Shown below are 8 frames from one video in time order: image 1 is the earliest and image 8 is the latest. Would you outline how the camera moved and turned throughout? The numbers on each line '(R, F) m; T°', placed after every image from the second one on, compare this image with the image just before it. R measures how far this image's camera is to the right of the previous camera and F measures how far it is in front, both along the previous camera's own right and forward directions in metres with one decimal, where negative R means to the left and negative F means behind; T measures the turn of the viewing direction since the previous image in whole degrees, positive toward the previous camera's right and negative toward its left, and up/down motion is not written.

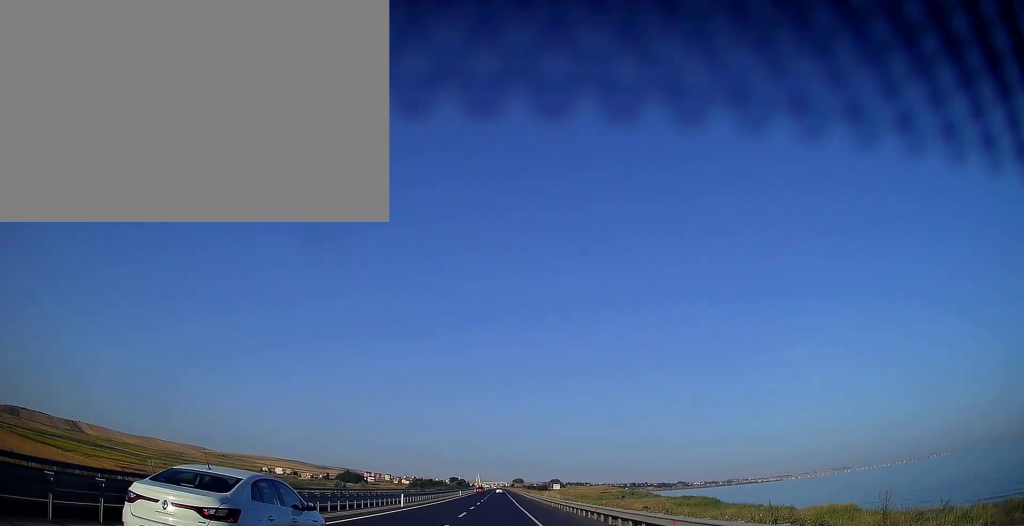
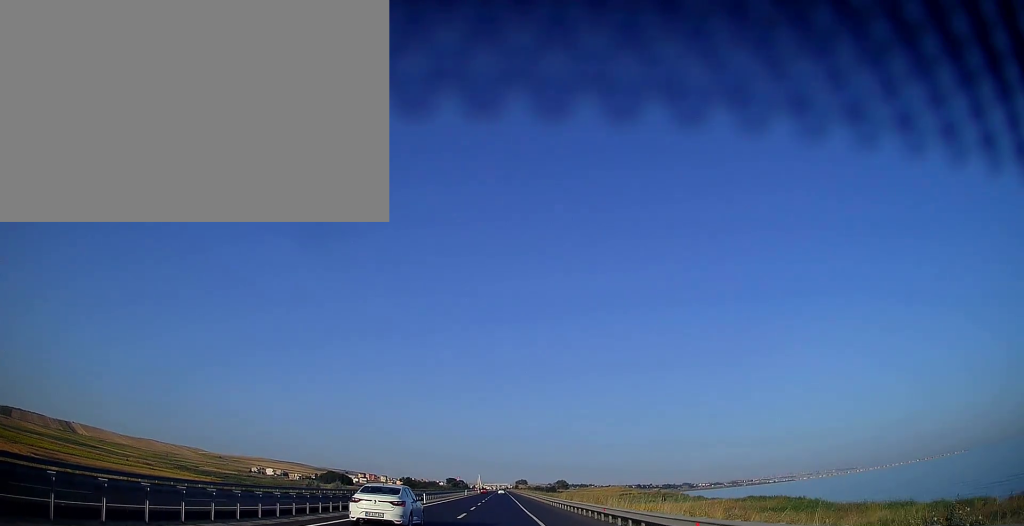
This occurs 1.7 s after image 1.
(+0.1, +49.9) m; -1°
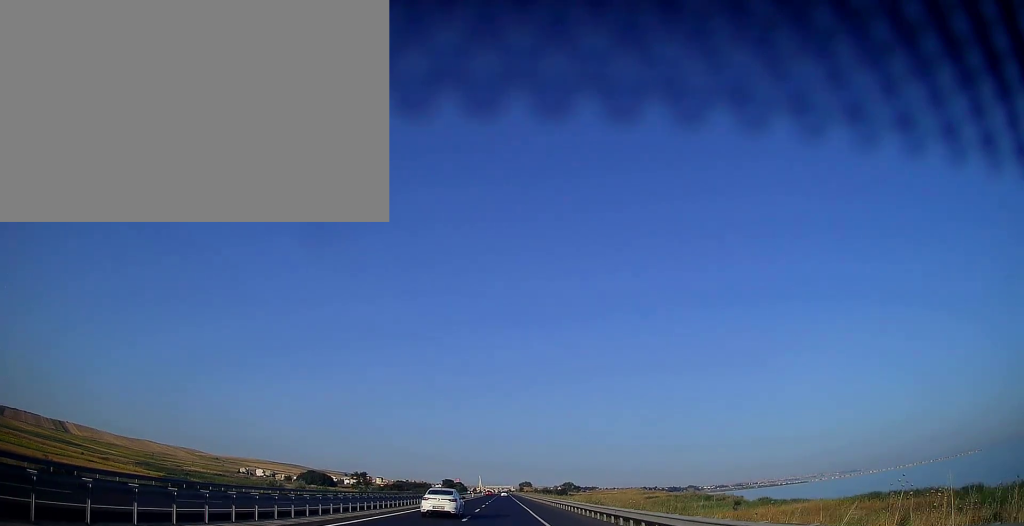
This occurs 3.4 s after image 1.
(+0.3, +48.9) m; +1°
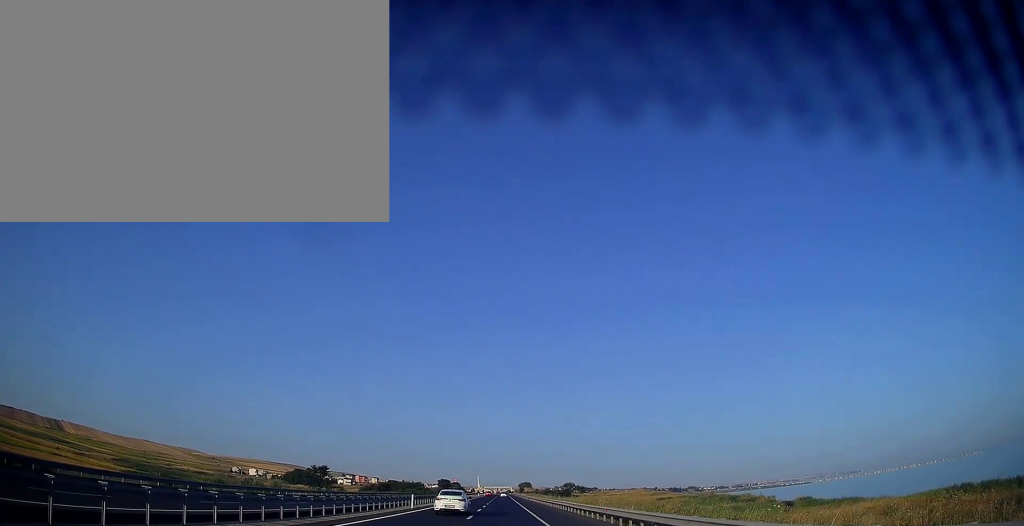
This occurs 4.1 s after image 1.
(+0.1, +21.5) m; 0°
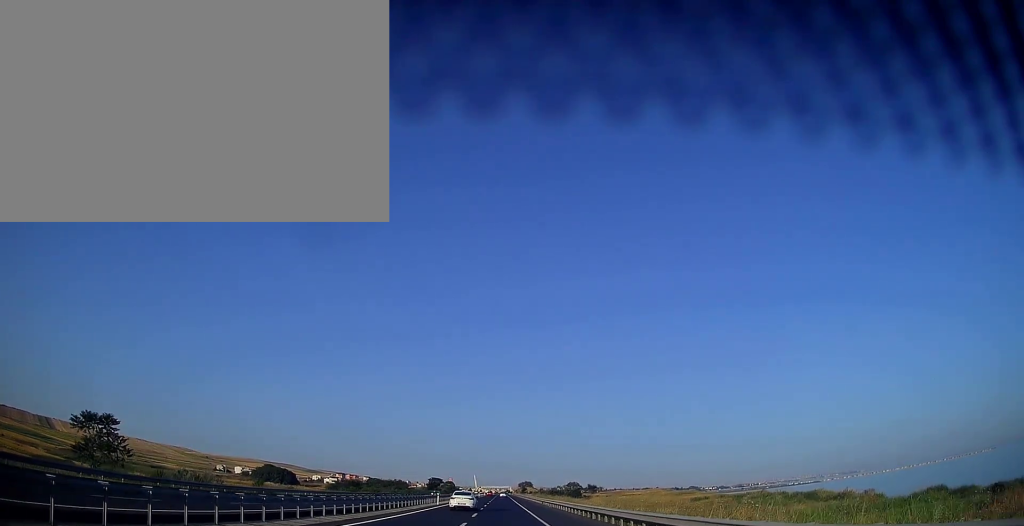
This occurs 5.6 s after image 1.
(-0.5, +44.1) m; -1°
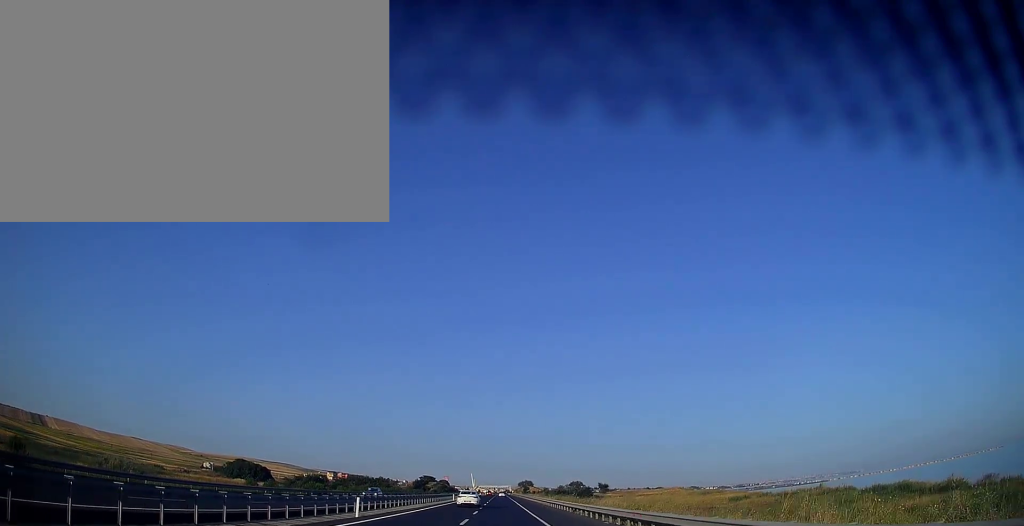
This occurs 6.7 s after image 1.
(0.0, +33.3) m; +1°
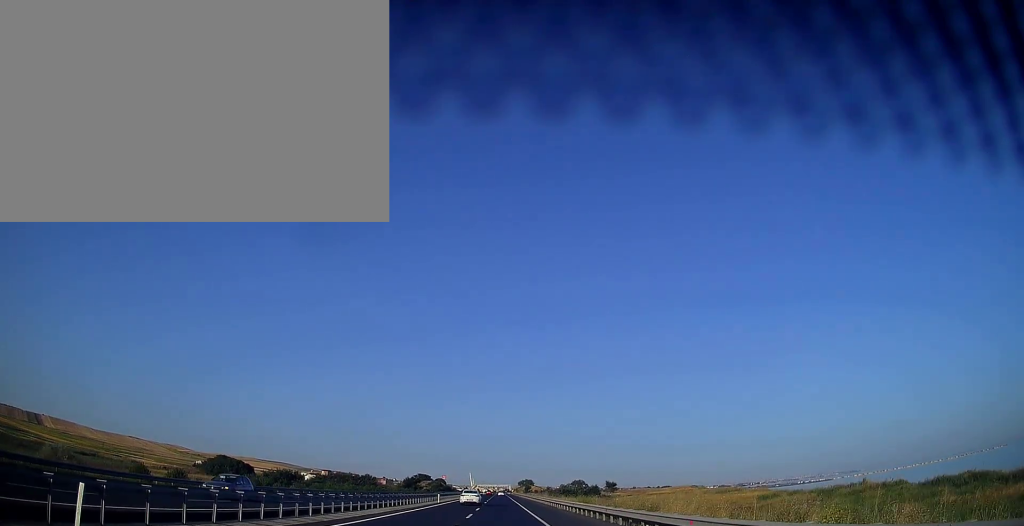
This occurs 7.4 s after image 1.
(+0.3, +18.6) m; 0°
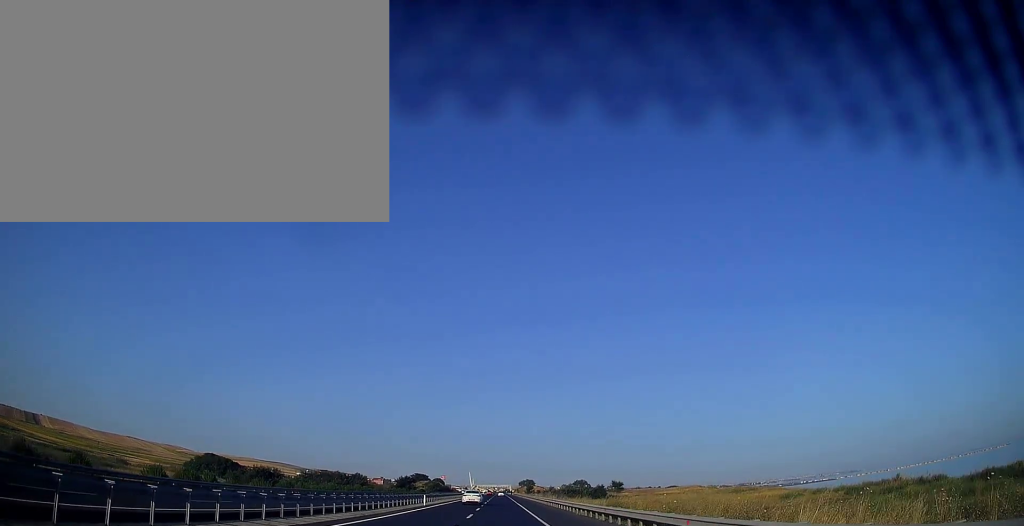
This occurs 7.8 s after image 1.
(+0.2, +11.7) m; 0°
